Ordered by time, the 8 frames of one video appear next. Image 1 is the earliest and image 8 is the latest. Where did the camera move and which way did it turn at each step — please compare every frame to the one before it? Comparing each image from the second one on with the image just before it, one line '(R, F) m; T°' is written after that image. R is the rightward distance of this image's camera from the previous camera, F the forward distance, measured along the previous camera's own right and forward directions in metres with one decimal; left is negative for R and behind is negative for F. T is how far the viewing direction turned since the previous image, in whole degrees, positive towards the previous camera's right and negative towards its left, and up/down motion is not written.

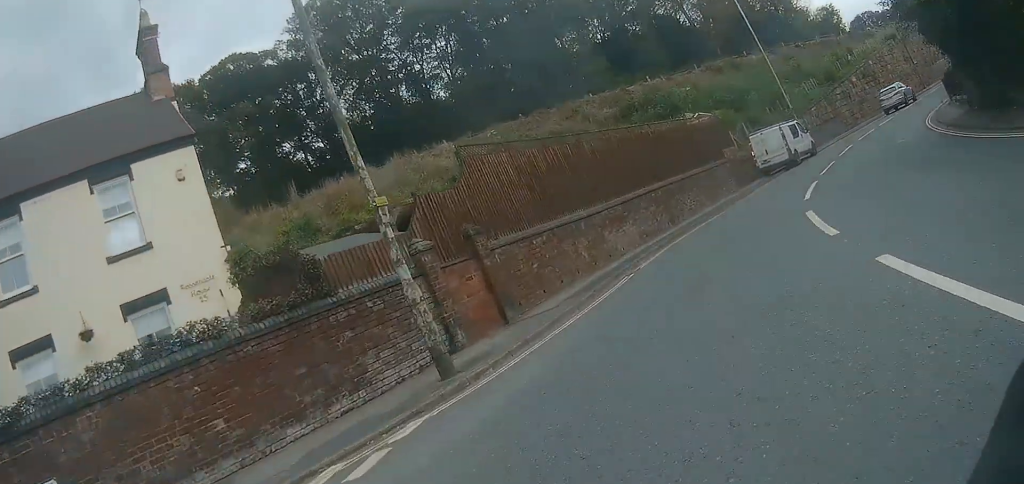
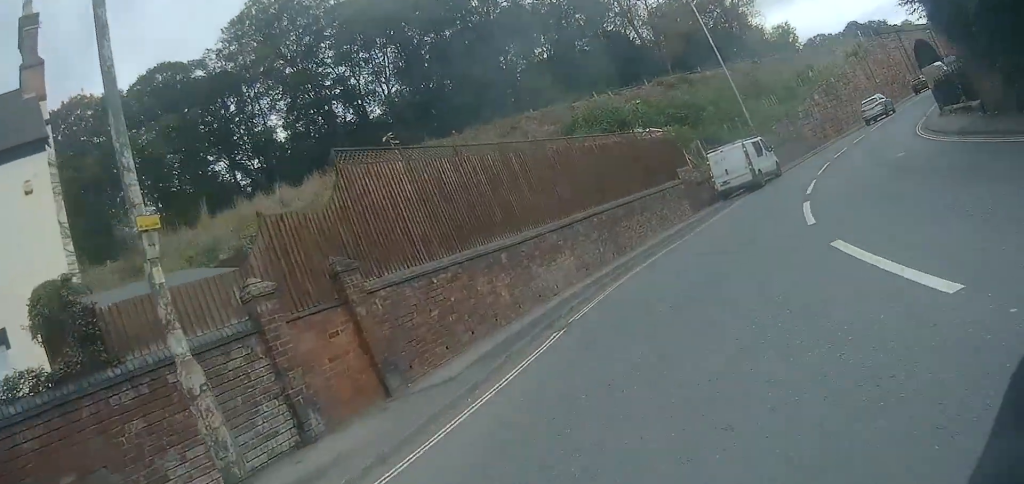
(+0.2, +3.5) m; +7°
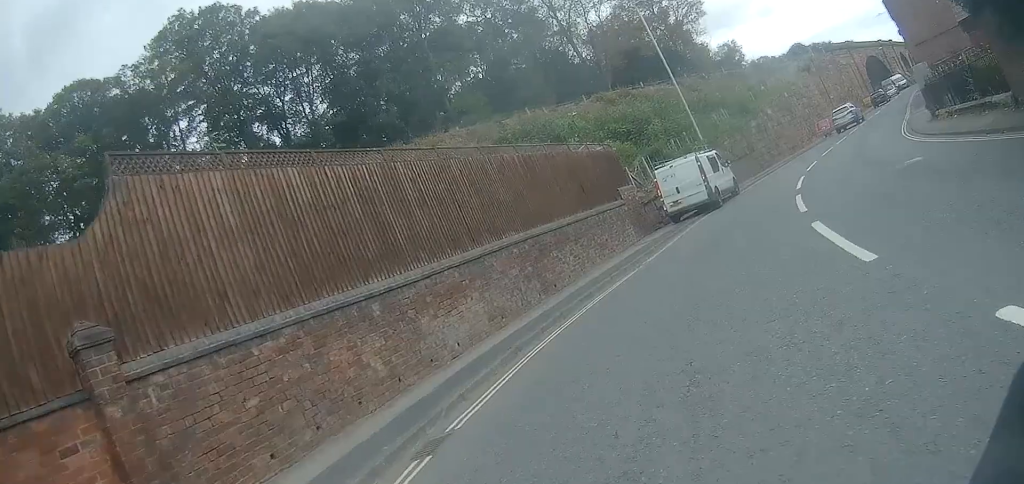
(+0.1, +3.8) m; +6°
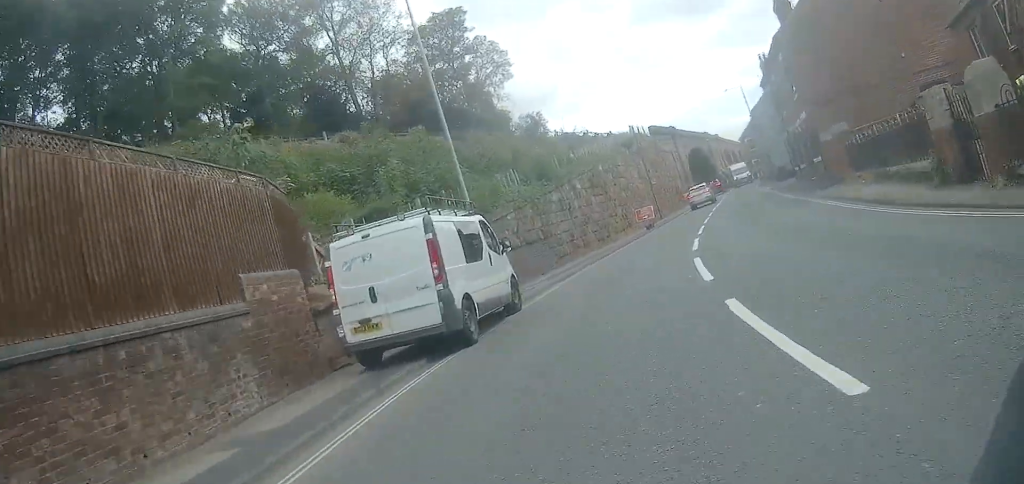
(+1.6, +12.6) m; +9°
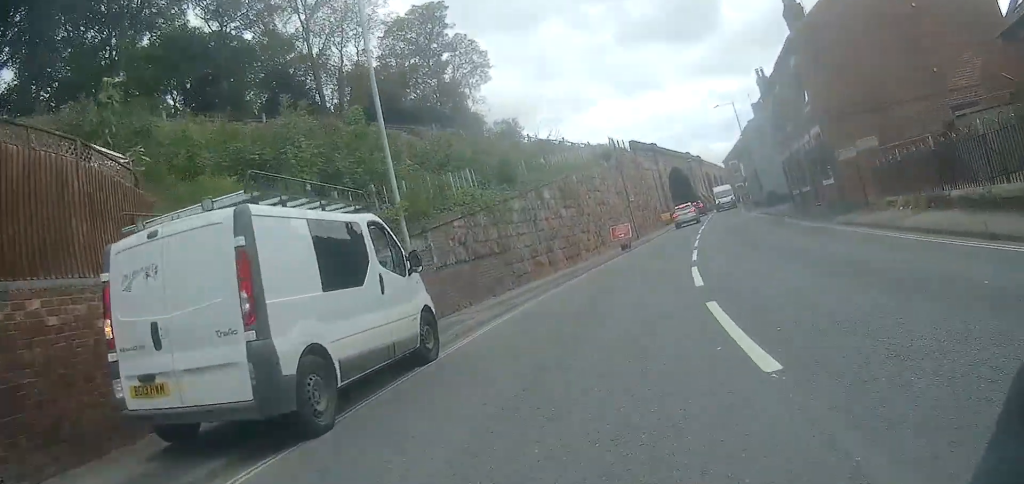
(-0.1, +4.2) m; +1°
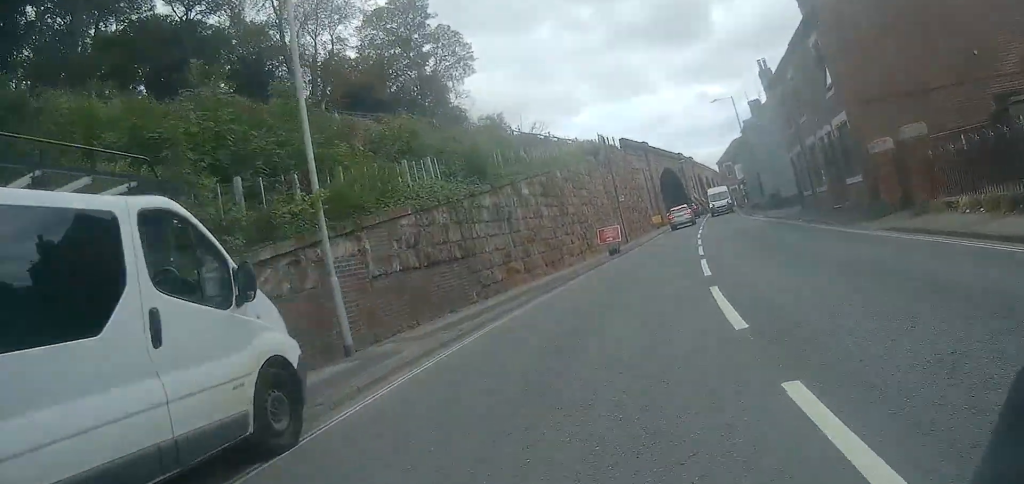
(+0.2, +3.7) m; +1°
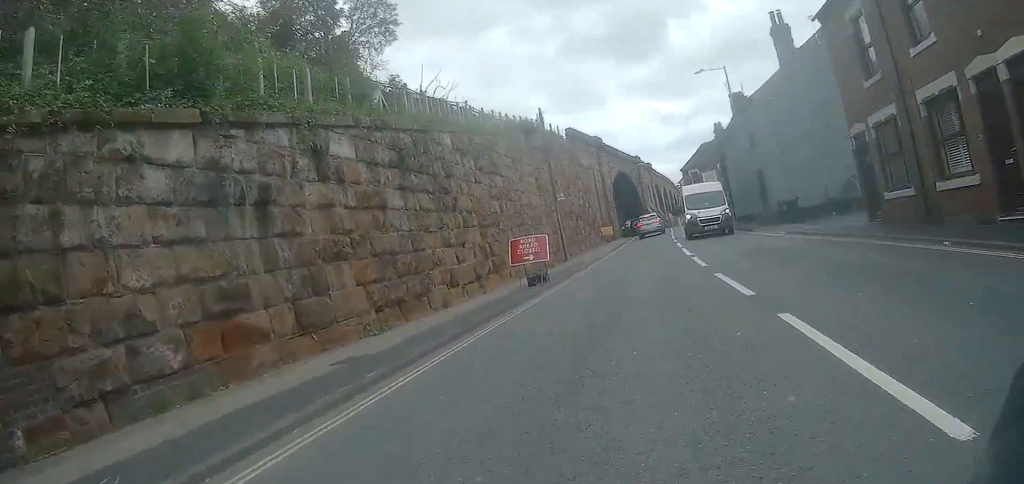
(+0.5, +13.8) m; +5°
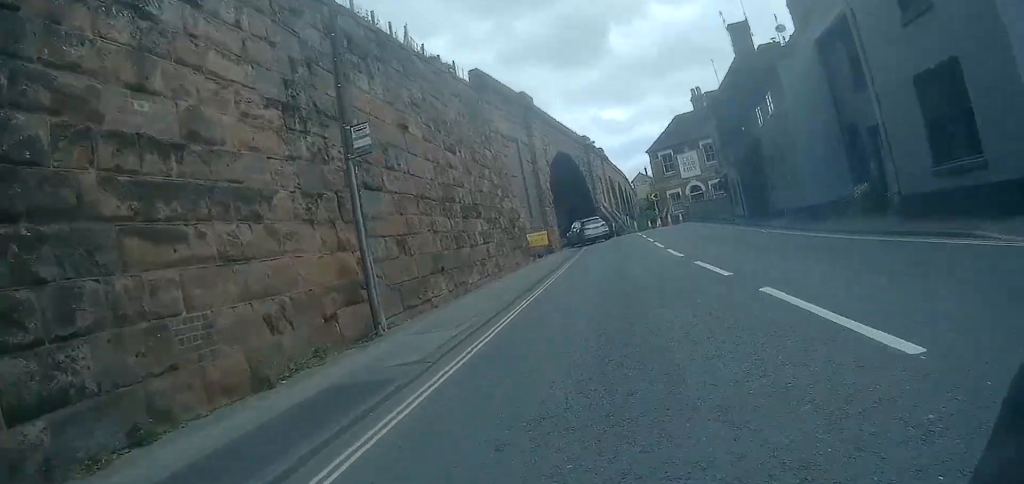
(+0.8, +20.2) m; +2°
